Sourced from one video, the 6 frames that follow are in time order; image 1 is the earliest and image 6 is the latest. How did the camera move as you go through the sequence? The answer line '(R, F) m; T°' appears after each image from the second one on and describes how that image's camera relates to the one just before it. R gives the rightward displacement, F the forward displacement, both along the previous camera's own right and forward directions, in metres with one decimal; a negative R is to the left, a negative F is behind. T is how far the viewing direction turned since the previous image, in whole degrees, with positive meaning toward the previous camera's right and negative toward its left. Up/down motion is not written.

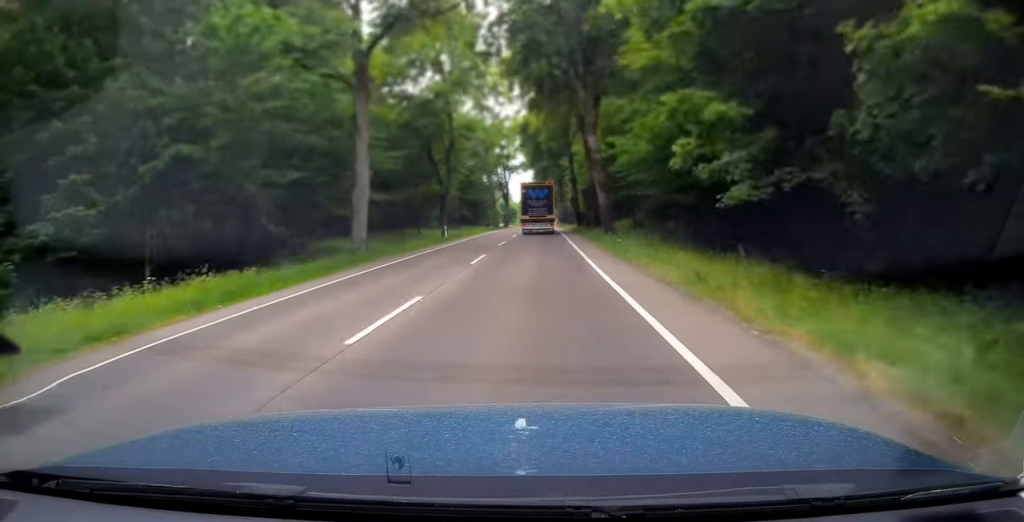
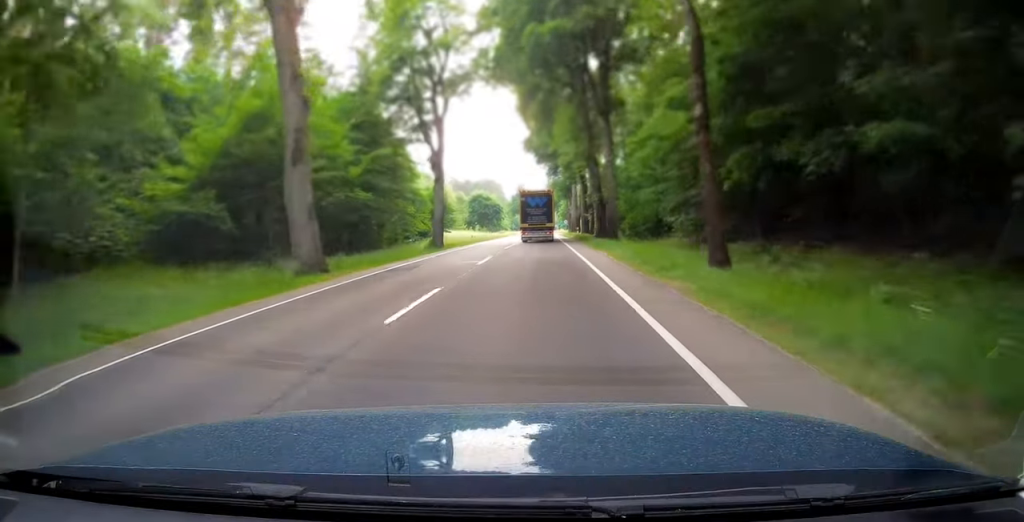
(-0.8, +82.0) m; -1°
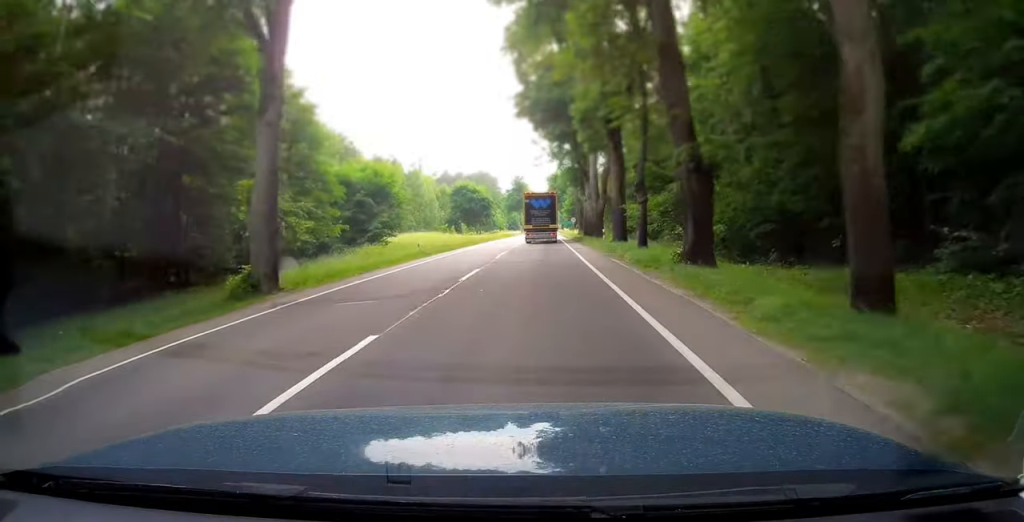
(0.0, +28.9) m; 0°
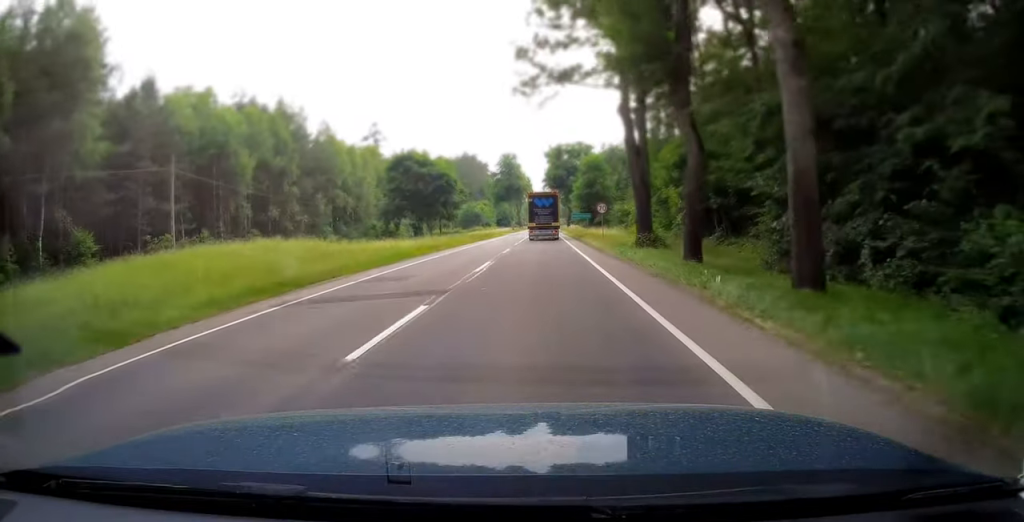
(+0.1, +45.6) m; 0°
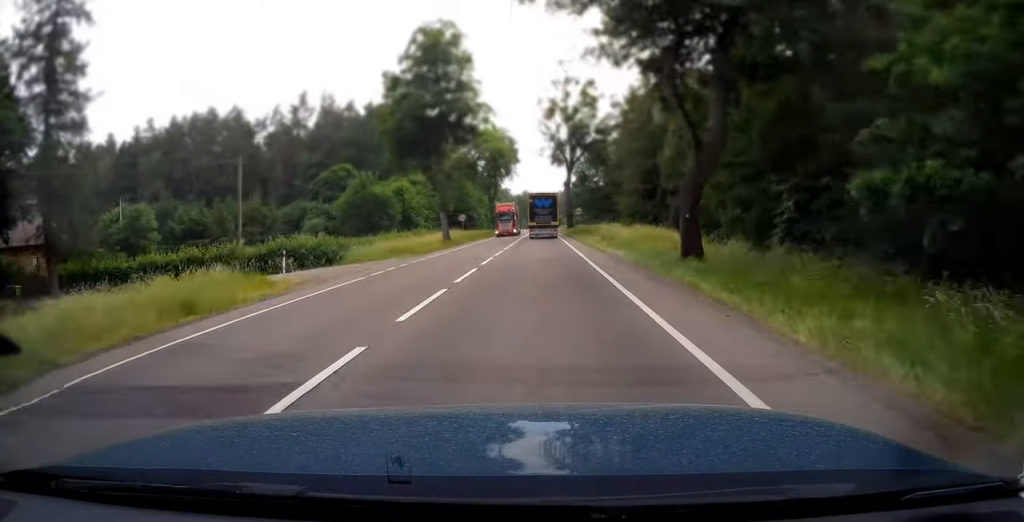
(+0.4, +90.7) m; 0°
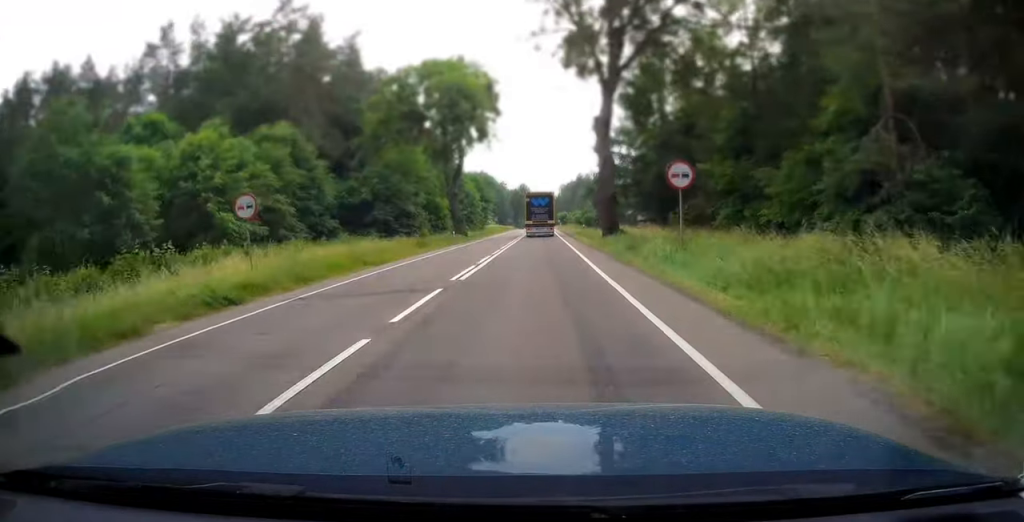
(+0.1, +44.4) m; 0°
